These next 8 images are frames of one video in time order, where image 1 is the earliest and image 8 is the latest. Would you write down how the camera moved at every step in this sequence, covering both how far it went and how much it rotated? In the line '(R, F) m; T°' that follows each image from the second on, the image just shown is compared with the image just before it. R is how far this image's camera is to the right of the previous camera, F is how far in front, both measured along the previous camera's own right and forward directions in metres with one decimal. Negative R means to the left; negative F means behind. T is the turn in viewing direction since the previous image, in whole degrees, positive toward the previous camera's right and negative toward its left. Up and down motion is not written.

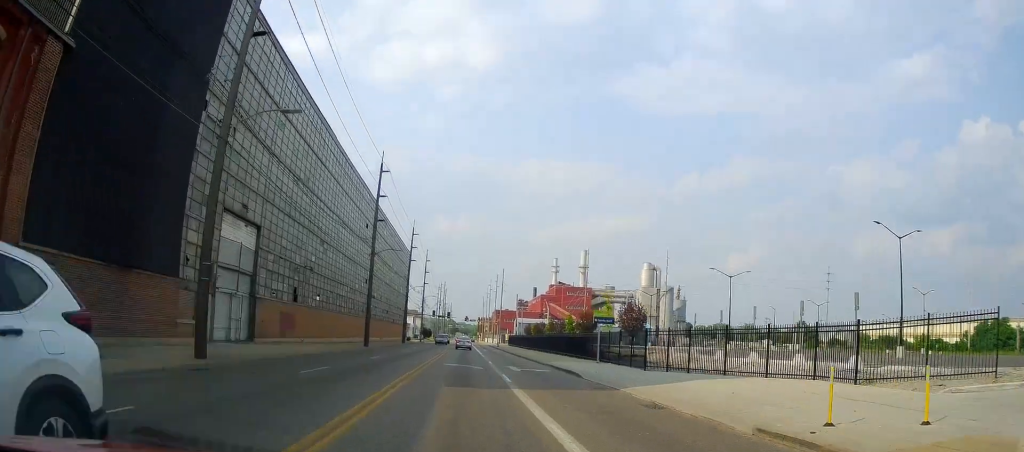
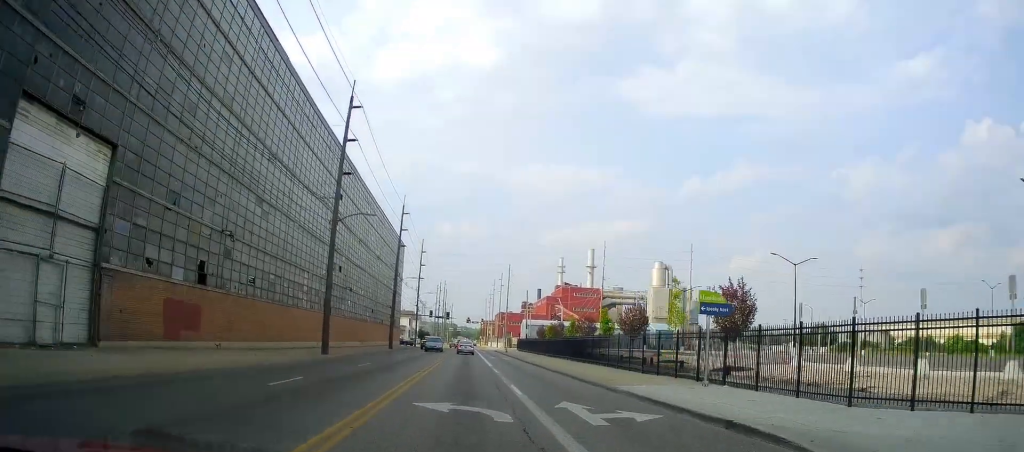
(+0.2, +16.0) m; +1°
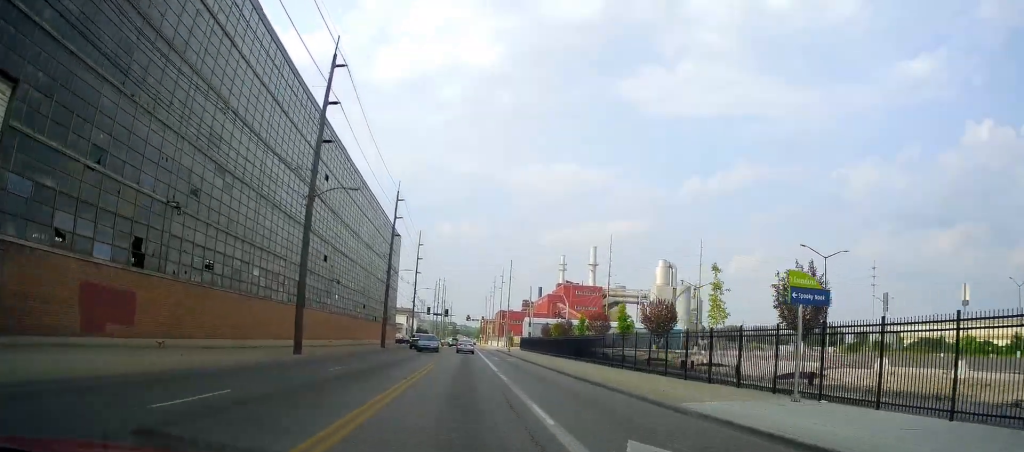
(-0.1, +5.9) m; +1°
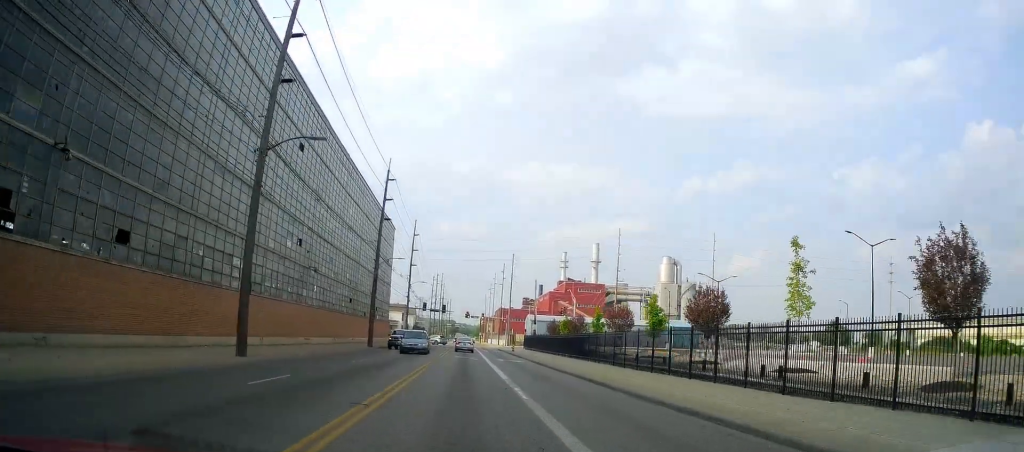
(+0.1, +7.6) m; 0°
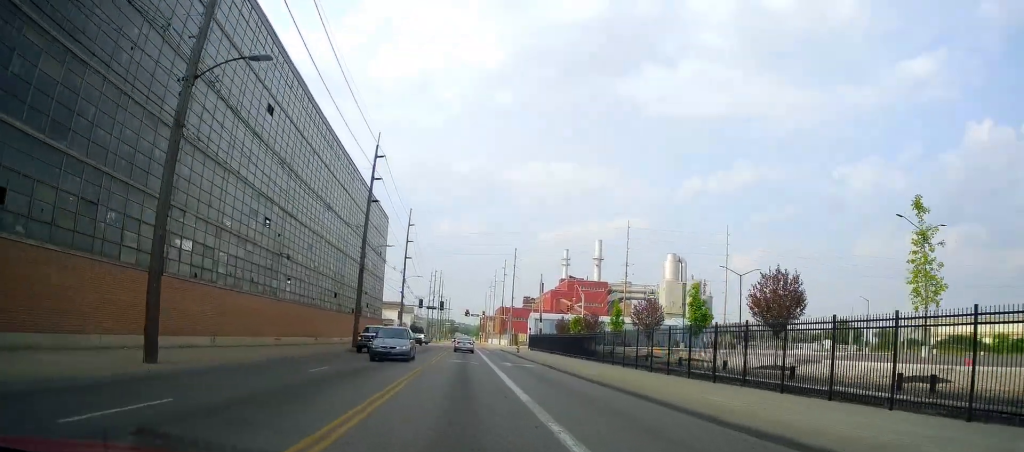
(+0.3, +7.0) m; 0°
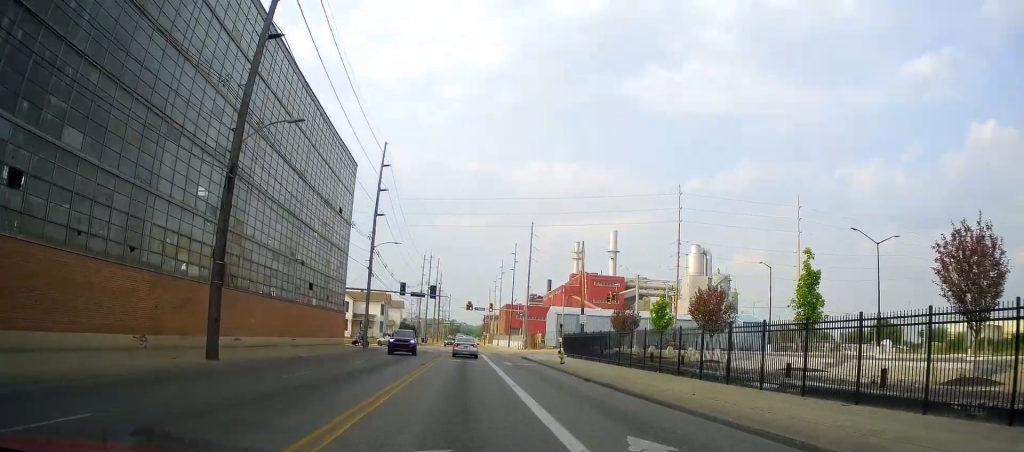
(+0.9, +27.7) m; +2°
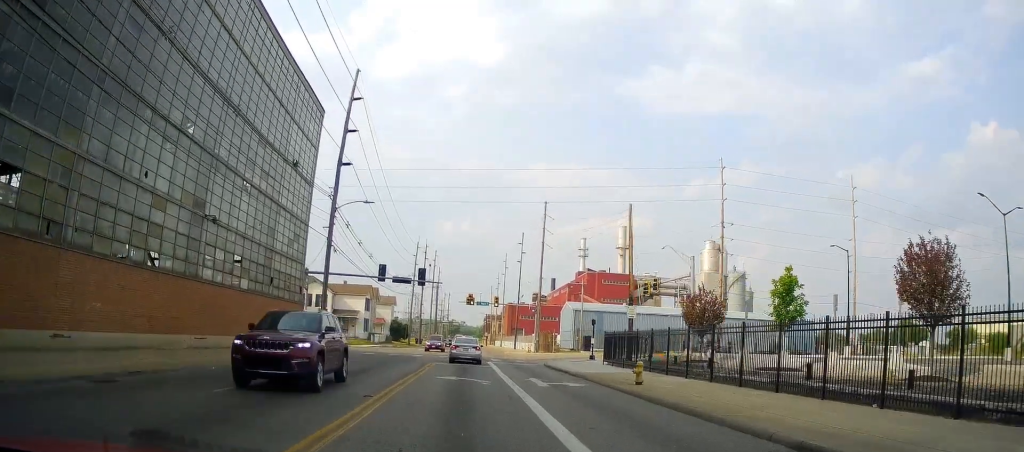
(-0.9, +15.5) m; -3°
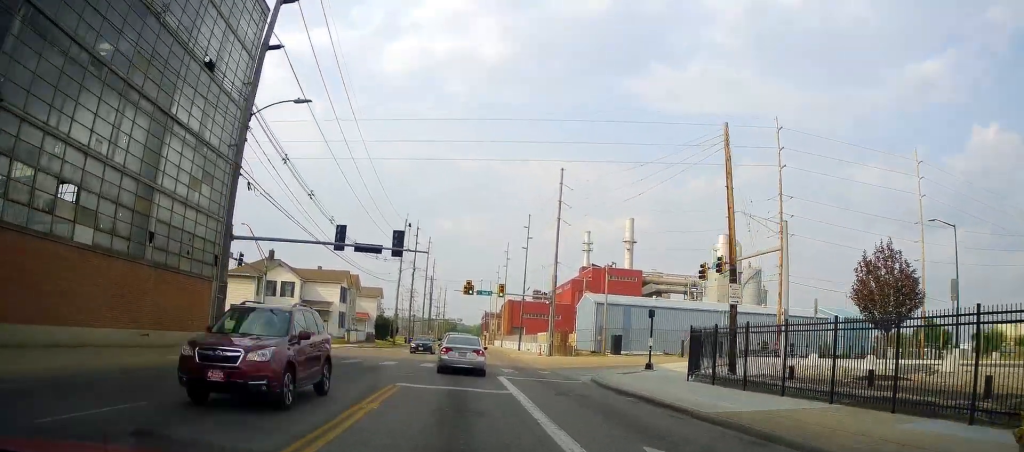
(-0.6, +16.9) m; -3°
